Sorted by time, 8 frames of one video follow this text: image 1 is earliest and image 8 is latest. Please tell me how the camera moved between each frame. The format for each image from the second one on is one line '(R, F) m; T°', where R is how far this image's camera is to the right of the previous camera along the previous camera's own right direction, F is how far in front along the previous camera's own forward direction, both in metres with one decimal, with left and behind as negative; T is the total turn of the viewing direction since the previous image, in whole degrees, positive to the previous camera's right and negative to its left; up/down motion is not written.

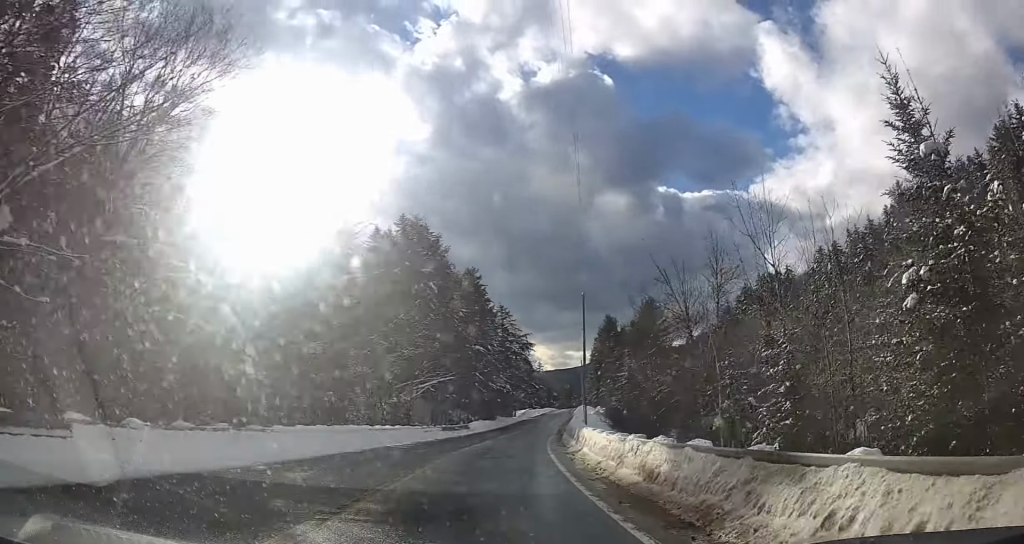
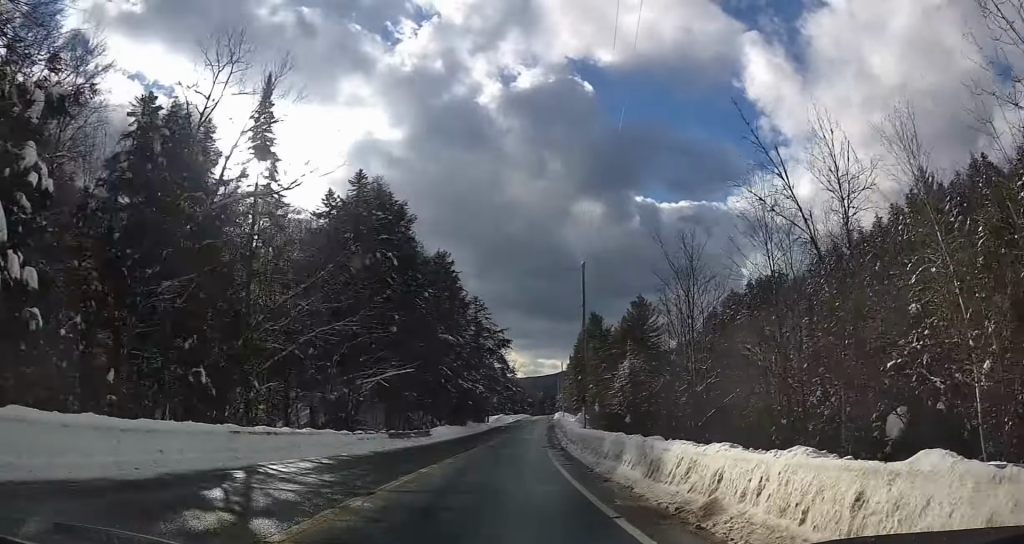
(+0.5, +12.2) m; +2°
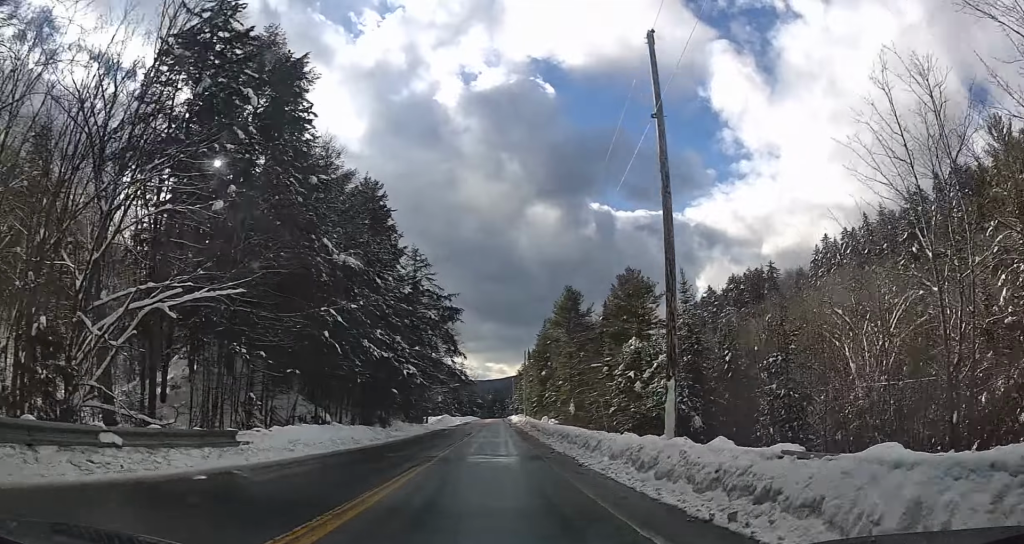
(+0.9, +25.5) m; +6°
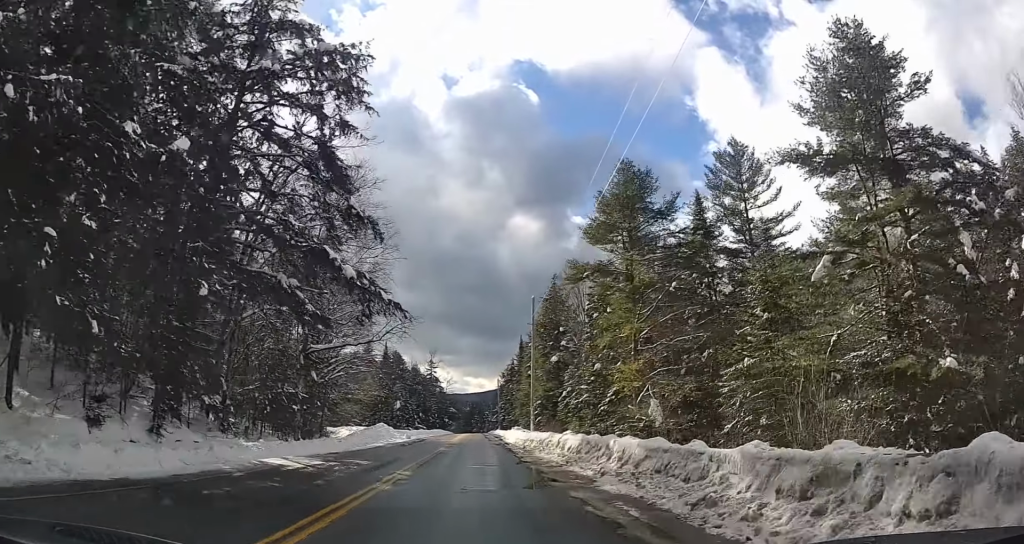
(+4.4, +46.1) m; +8°
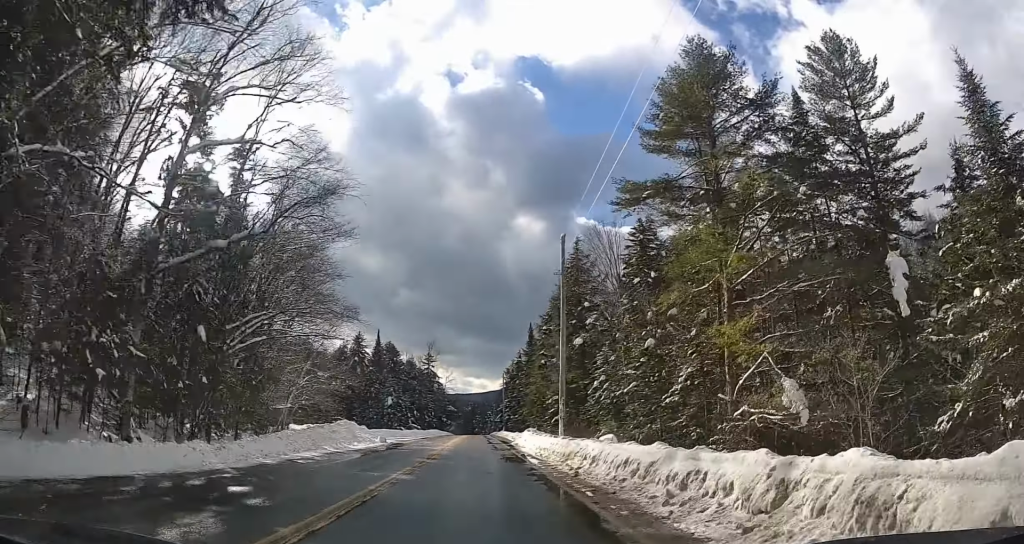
(+0.1, +15.5) m; +1°
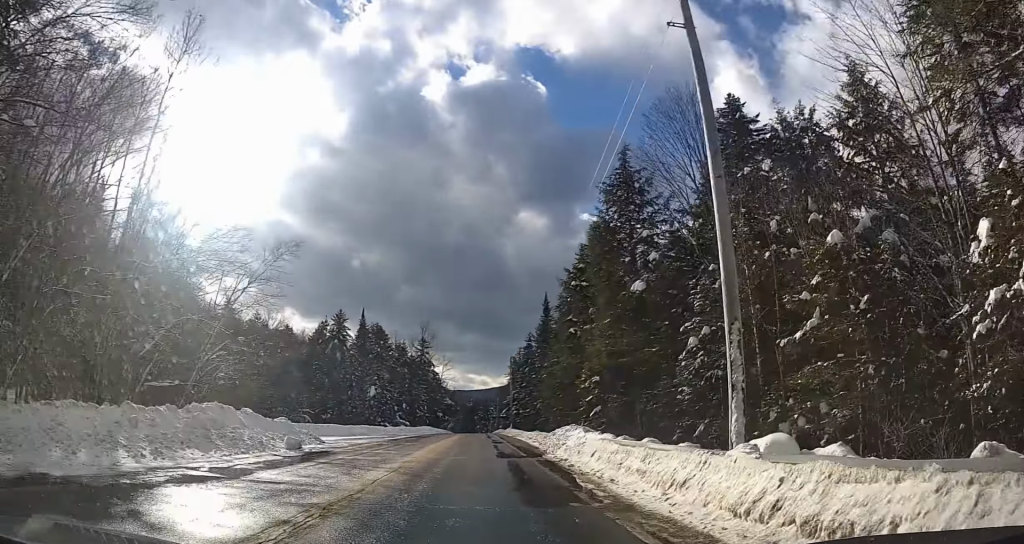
(+0.8, +20.4) m; +1°
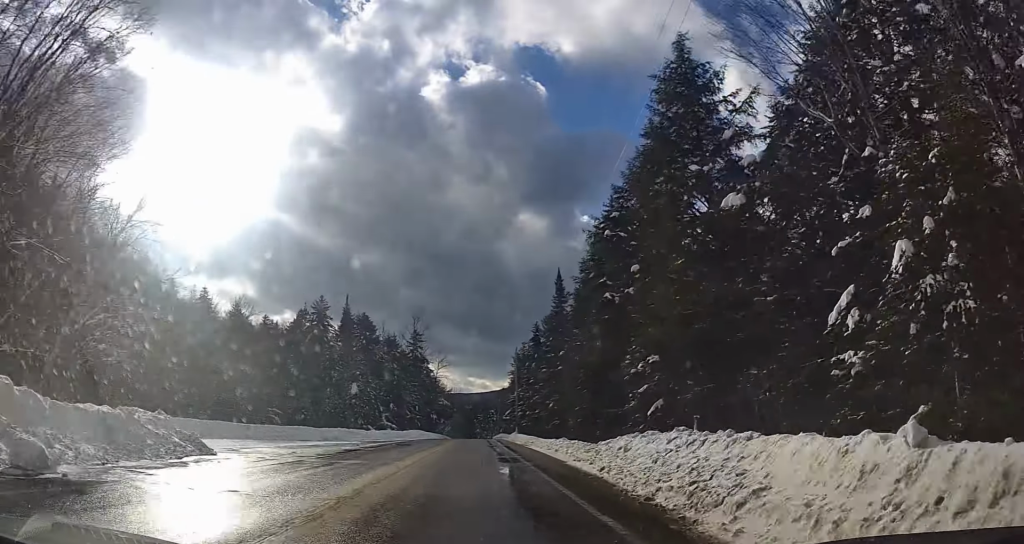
(-0.3, +13.9) m; -1°
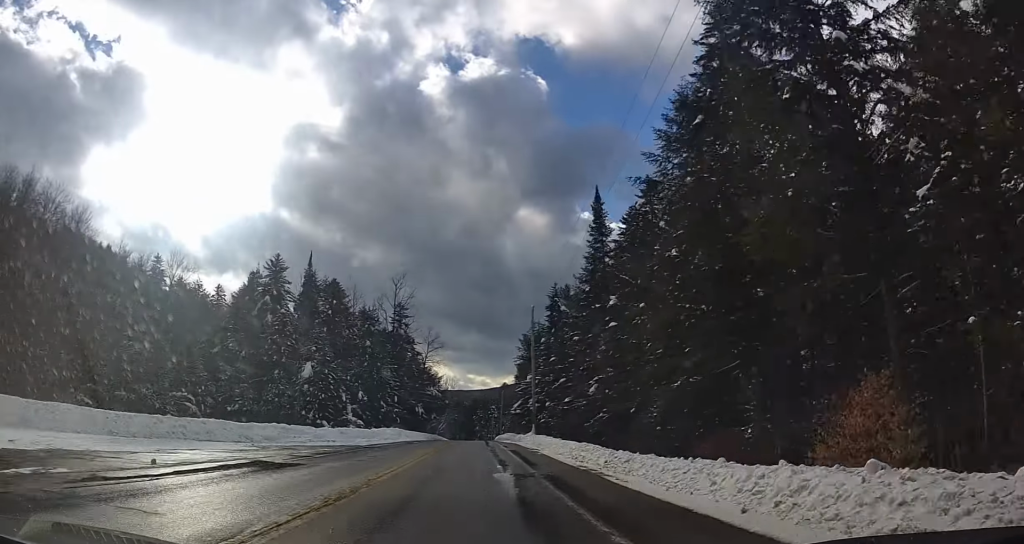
(-0.3, +23.2) m; -1°
